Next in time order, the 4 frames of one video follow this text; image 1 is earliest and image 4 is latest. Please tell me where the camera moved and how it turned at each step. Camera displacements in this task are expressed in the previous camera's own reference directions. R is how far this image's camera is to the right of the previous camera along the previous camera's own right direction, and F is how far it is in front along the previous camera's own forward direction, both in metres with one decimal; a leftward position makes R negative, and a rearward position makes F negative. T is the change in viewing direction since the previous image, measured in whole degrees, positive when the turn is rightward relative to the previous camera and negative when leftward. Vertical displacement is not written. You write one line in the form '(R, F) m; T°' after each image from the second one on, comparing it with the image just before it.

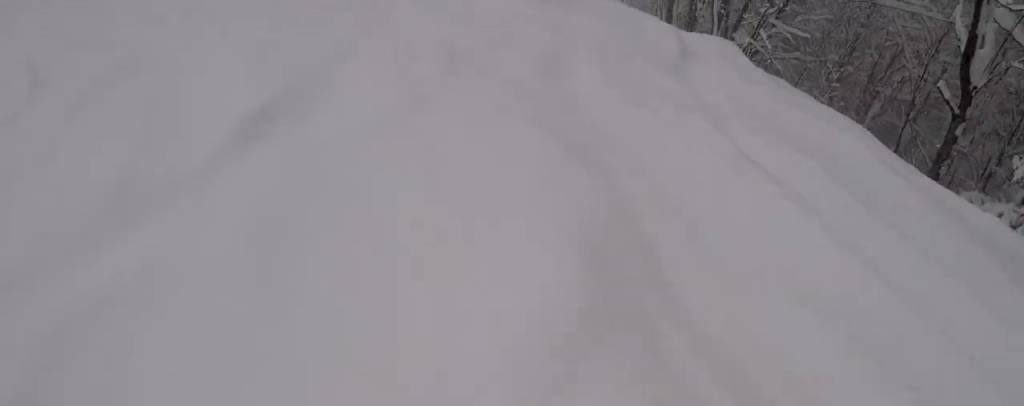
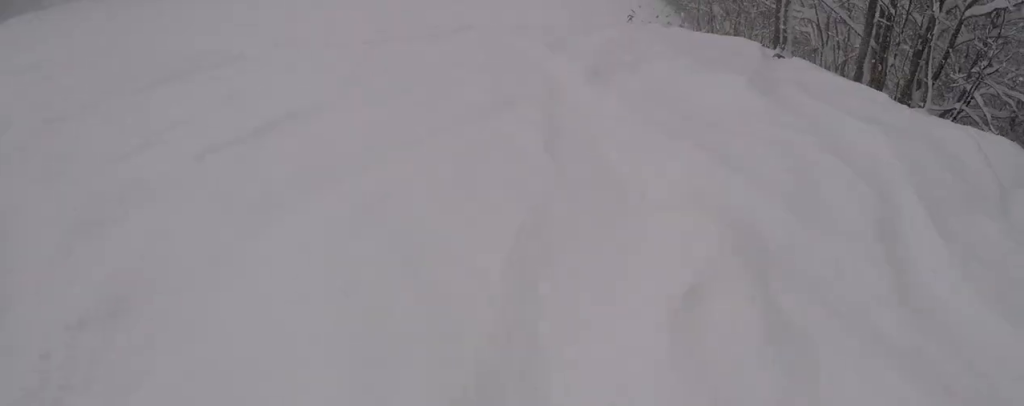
(-0.8, +2.7) m; -17°
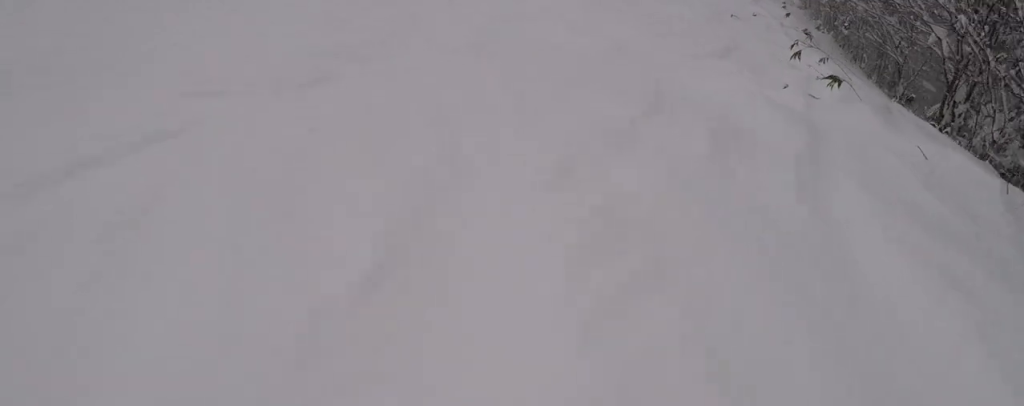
(+3.9, +18.9) m; 0°
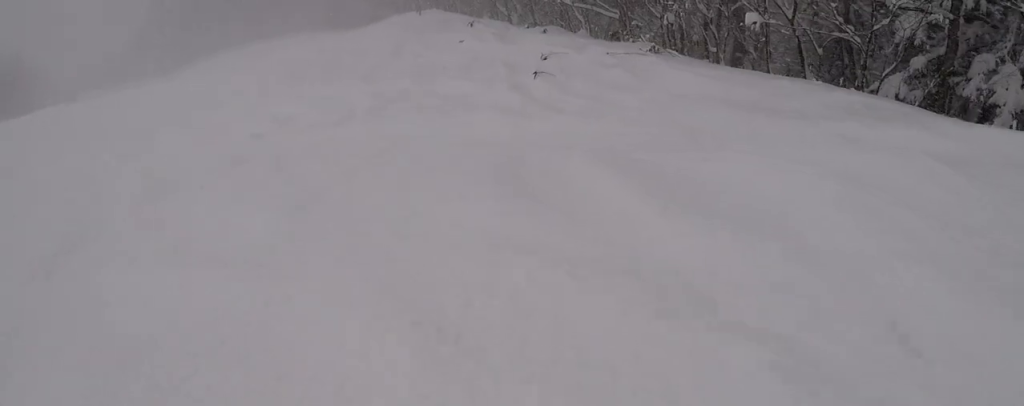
(+2.7, +11.2) m; +27°
